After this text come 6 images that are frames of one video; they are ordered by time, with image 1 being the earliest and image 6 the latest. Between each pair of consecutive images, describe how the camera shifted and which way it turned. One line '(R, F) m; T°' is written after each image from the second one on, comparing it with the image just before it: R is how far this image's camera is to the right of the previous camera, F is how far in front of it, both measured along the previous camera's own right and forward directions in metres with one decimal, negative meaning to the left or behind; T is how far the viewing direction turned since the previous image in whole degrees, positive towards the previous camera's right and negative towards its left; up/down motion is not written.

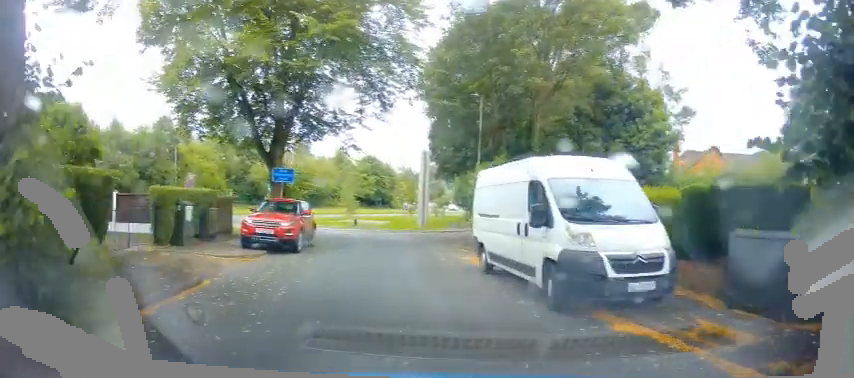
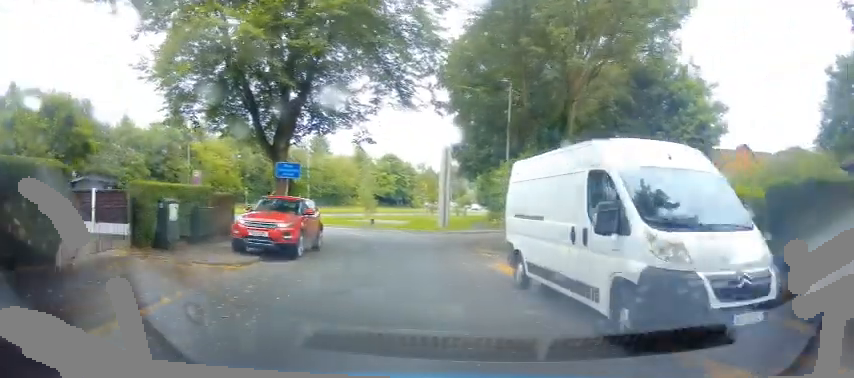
(-0.1, +2.3) m; -3°
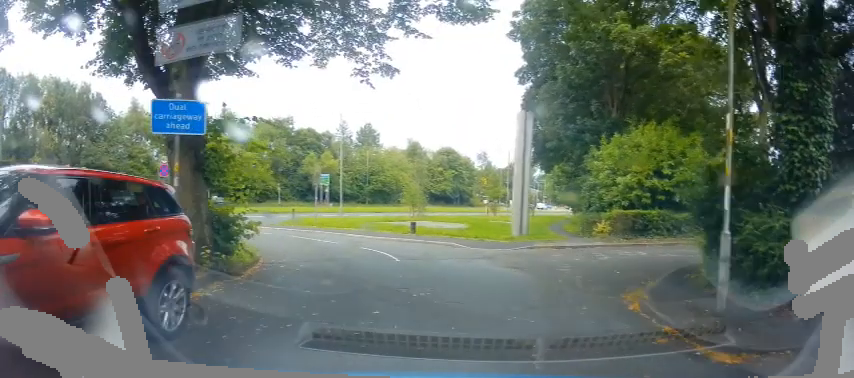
(-1.1, +10.6) m; -7°
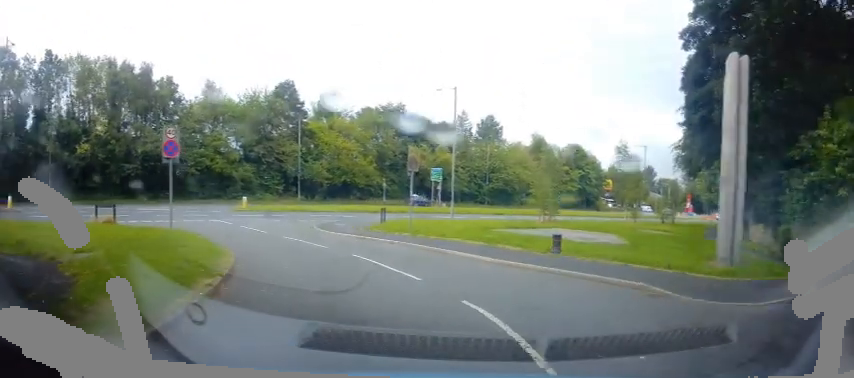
(-0.9, +8.0) m; -21°
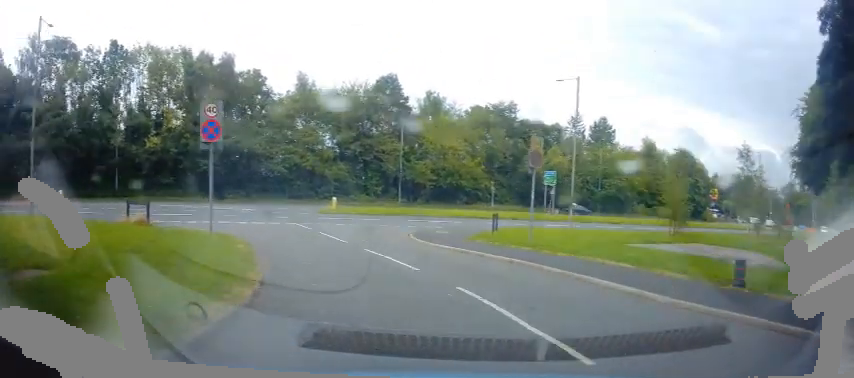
(-0.4, +4.1) m; -11°
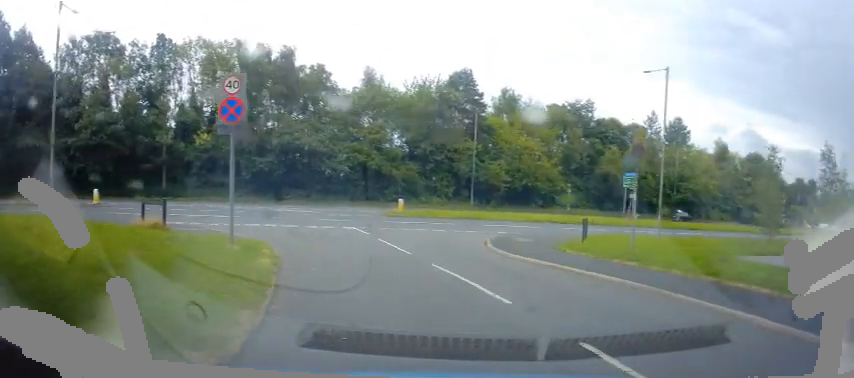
(-0.2, +3.0) m; -8°
